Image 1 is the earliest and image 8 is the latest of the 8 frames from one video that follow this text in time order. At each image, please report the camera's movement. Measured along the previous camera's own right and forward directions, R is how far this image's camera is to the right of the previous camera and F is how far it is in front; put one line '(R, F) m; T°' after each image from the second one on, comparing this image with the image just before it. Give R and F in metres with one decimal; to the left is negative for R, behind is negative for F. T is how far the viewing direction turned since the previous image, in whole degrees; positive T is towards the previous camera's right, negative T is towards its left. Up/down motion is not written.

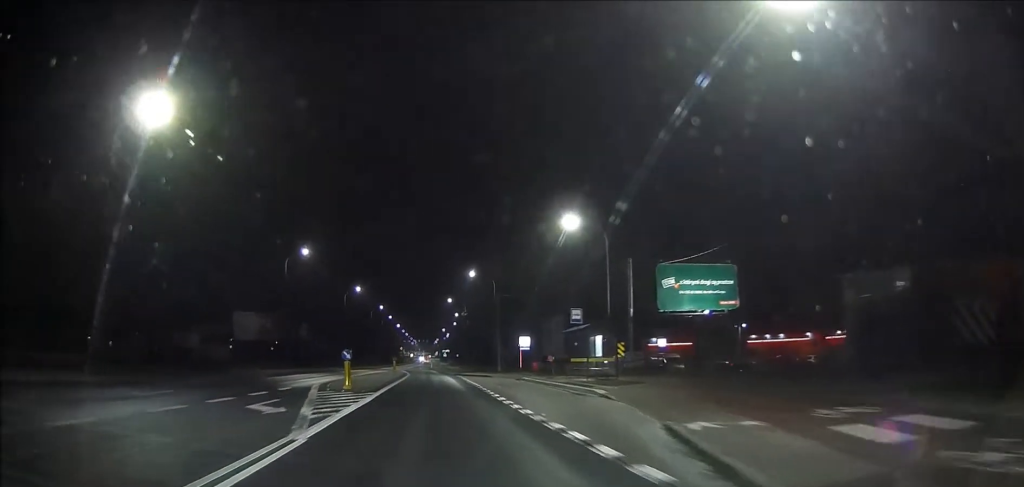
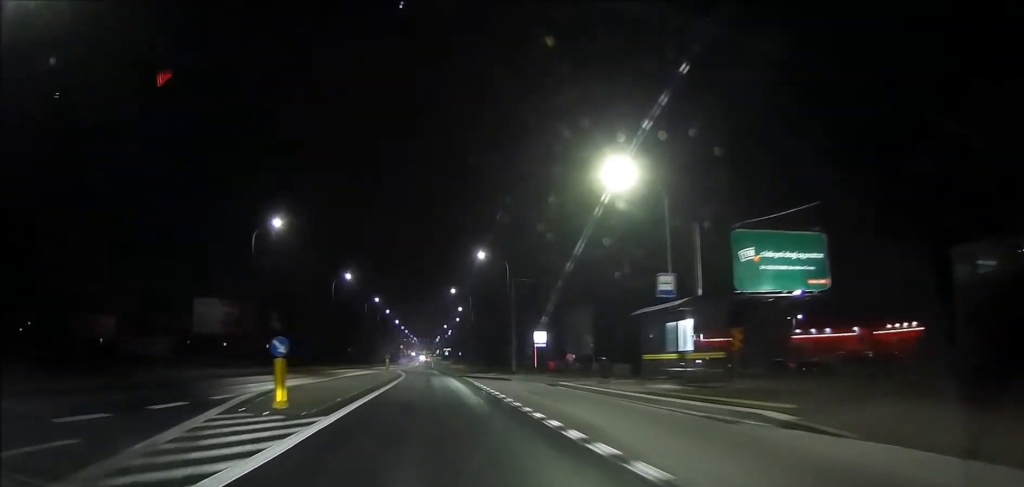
(0.0, +11.7) m; 0°
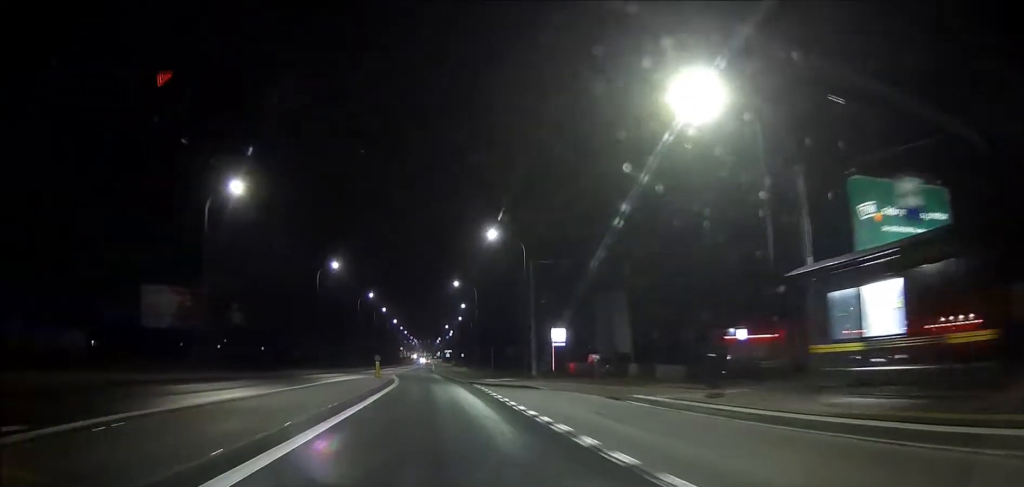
(0.0, +10.7) m; 0°
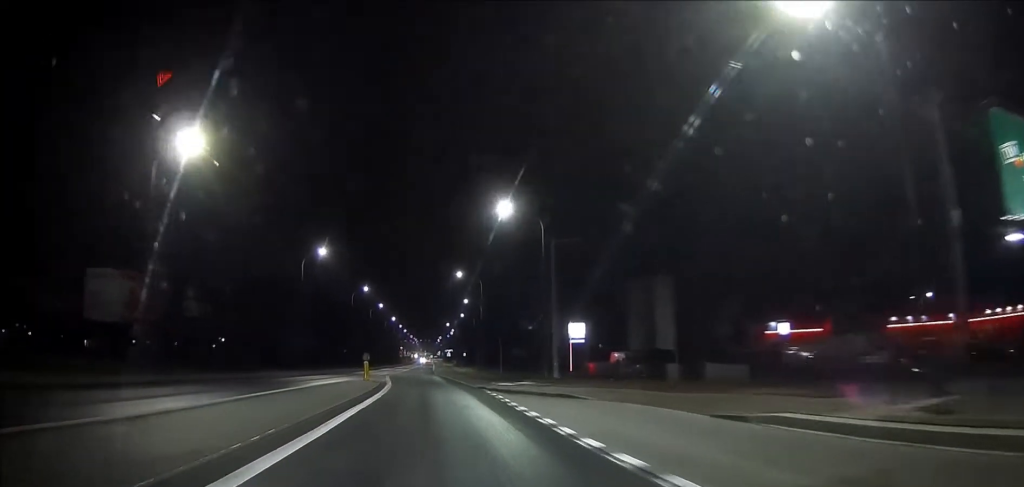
(0.0, +8.1) m; 0°
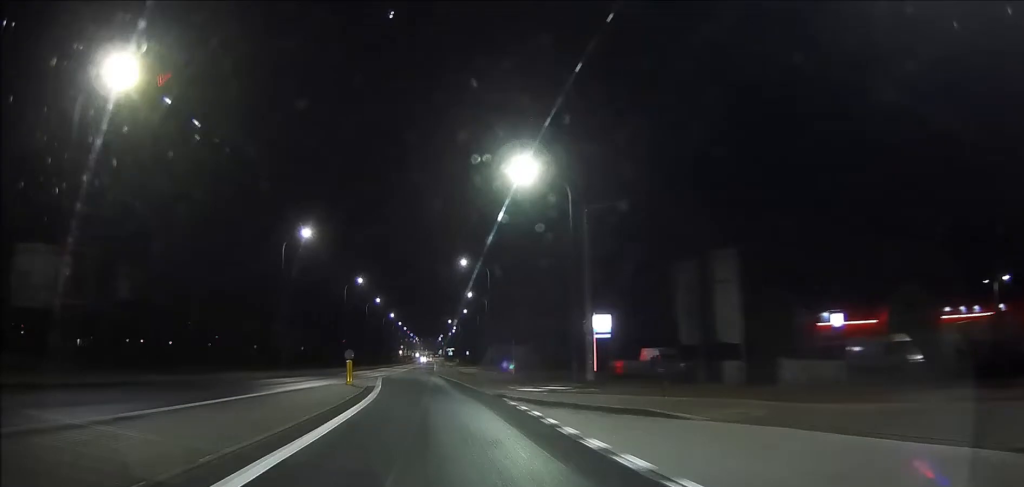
(0.0, +8.0) m; 0°
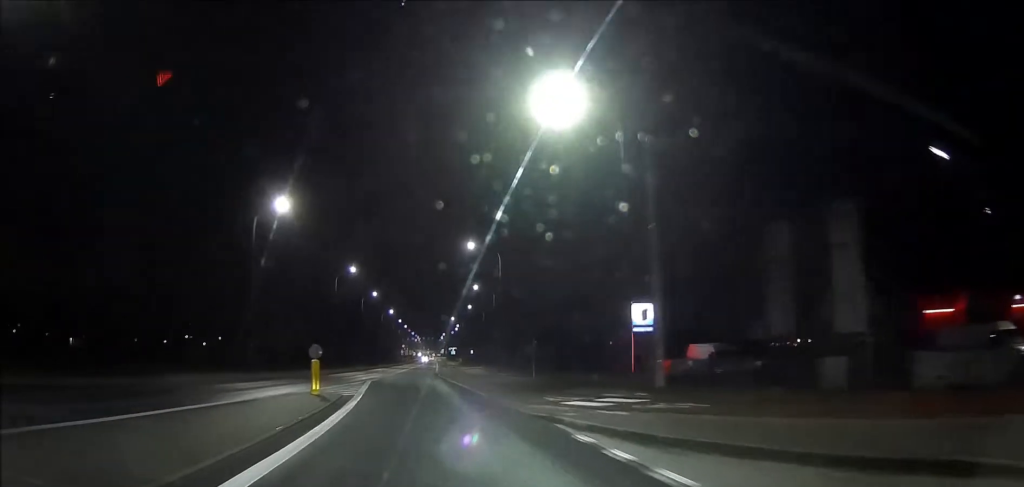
(0.0, +9.0) m; -1°
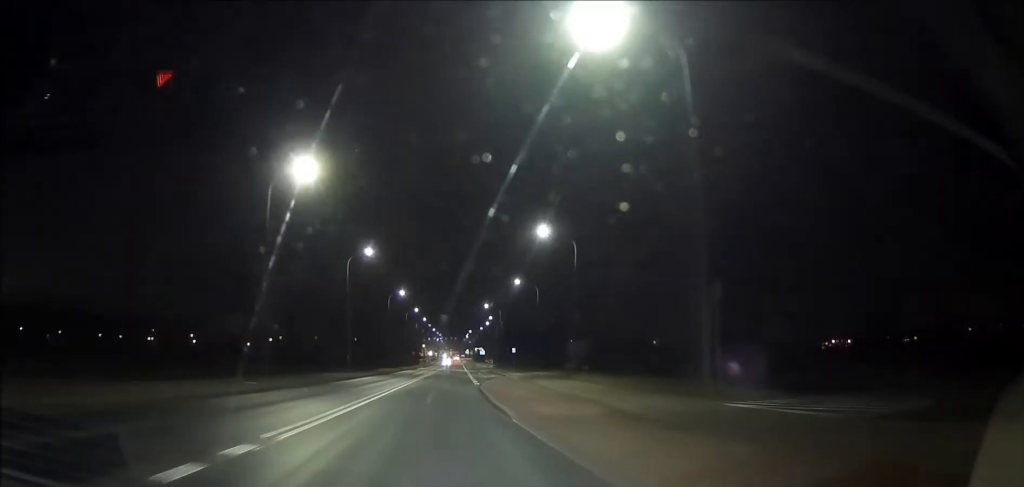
(-1.2, +37.1) m; -3°
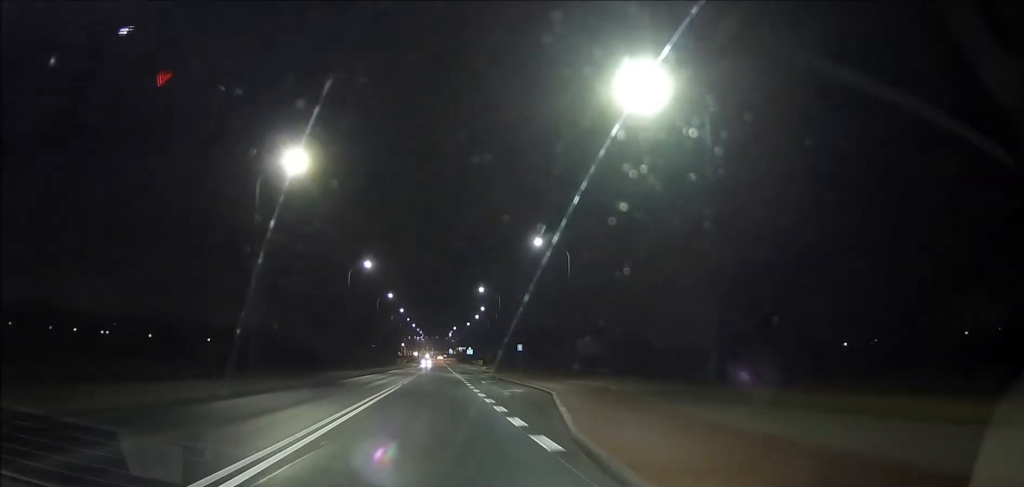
(+0.1, +27.1) m; +1°
